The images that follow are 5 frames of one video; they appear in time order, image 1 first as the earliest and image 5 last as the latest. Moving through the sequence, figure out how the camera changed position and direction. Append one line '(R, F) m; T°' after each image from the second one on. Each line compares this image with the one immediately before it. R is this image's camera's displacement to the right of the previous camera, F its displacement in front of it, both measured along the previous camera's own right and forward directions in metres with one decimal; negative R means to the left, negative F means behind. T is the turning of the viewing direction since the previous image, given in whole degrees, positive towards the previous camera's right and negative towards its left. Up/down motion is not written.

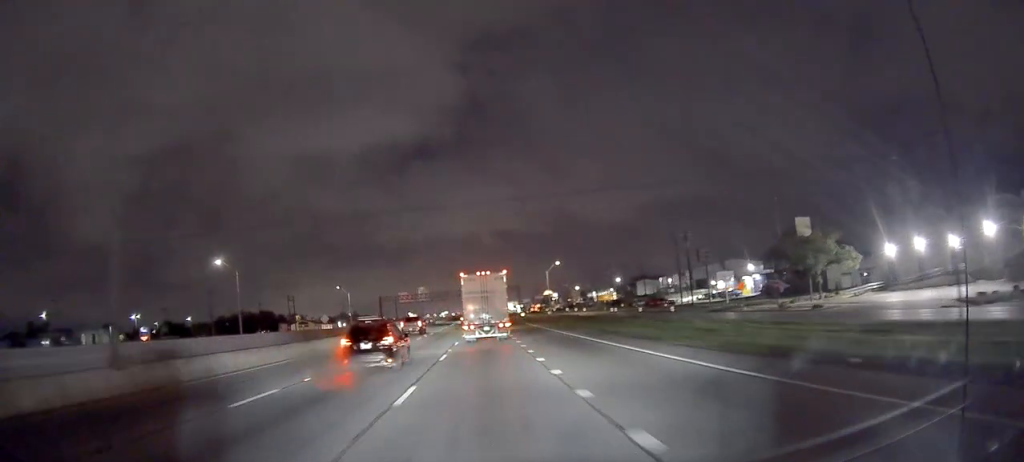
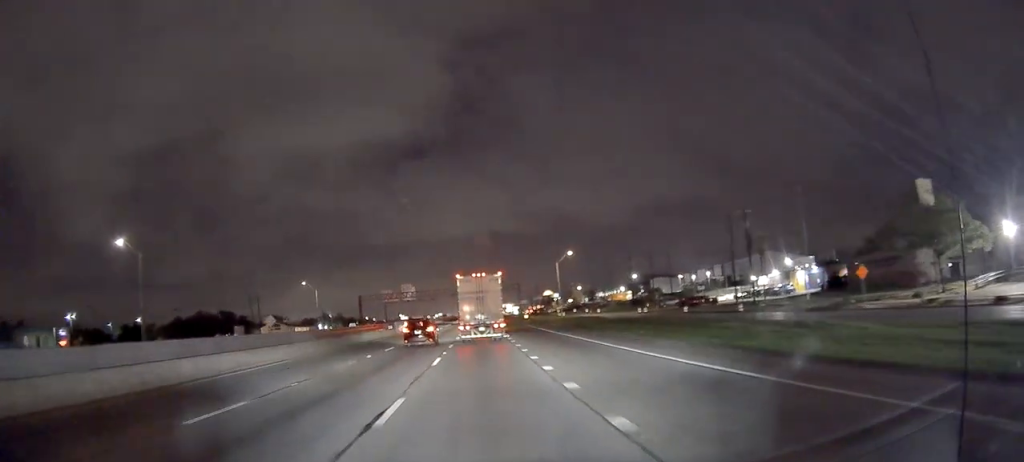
(0.0, +26.0) m; 0°
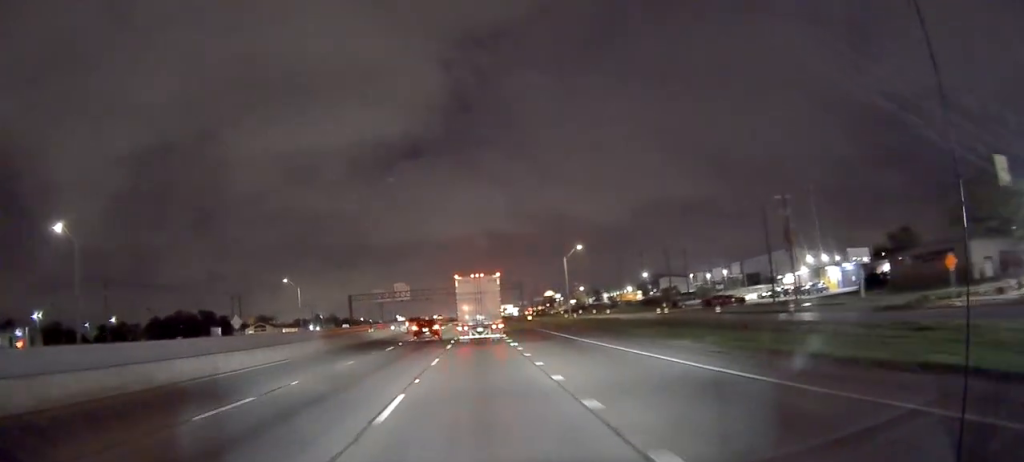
(0.0, +11.3) m; 0°
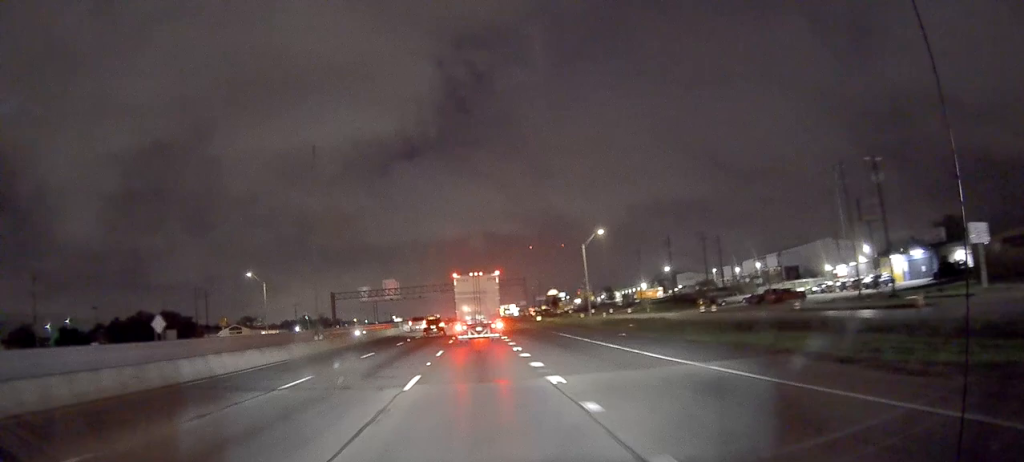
(-0.1, +17.6) m; 0°
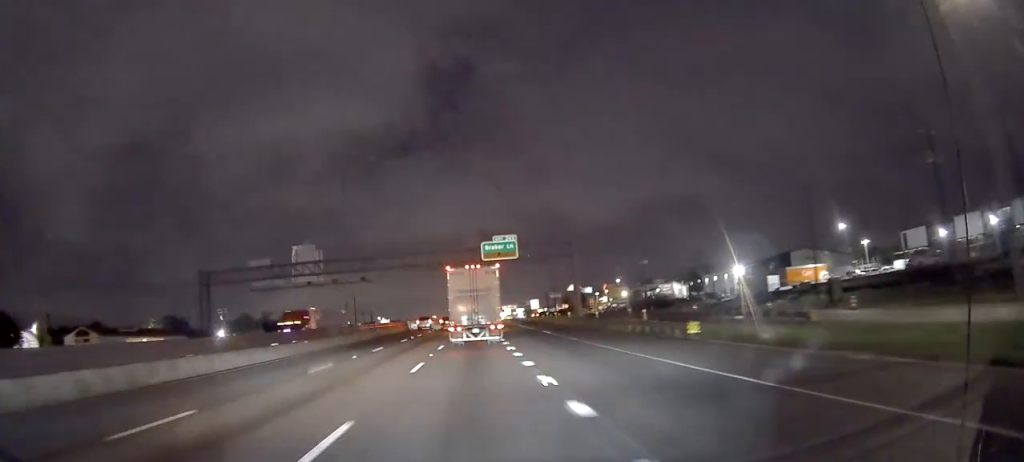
(+0.9, +67.3) m; +1°
